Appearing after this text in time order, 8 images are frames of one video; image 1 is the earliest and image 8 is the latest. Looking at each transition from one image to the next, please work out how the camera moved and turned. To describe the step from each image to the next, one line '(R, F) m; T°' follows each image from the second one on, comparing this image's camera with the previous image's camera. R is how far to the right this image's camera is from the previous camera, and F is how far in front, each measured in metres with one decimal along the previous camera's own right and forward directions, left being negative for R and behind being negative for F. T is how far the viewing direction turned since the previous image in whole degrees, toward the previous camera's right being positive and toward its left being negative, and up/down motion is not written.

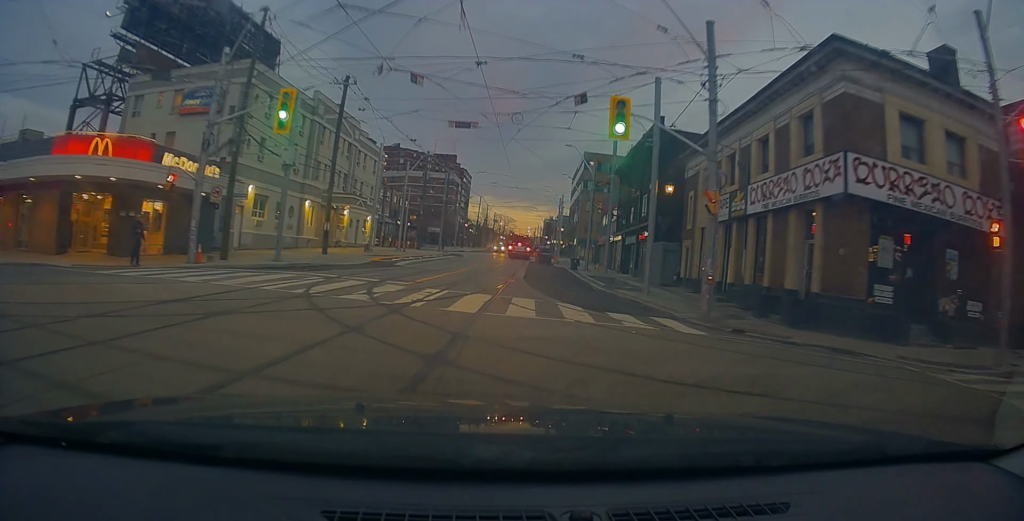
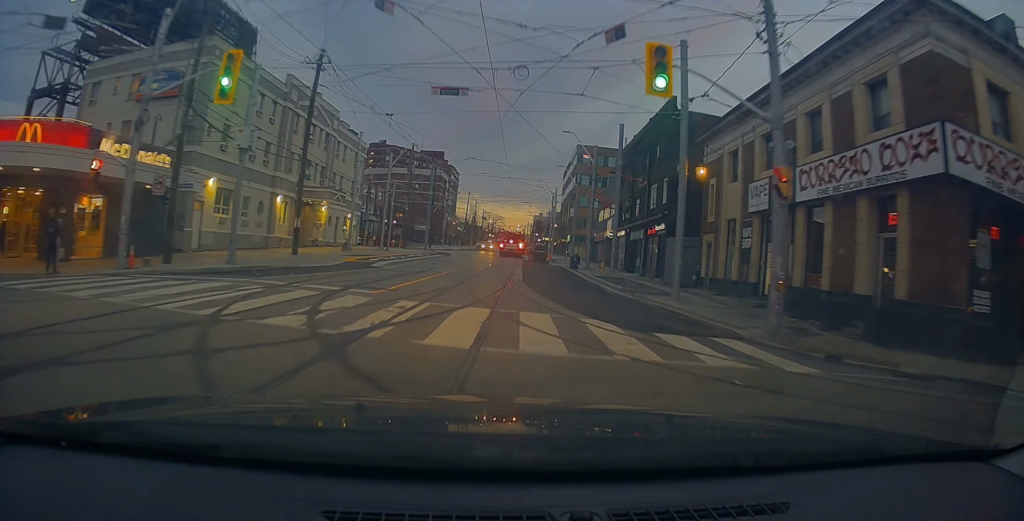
(0.0, +4.4) m; +2°
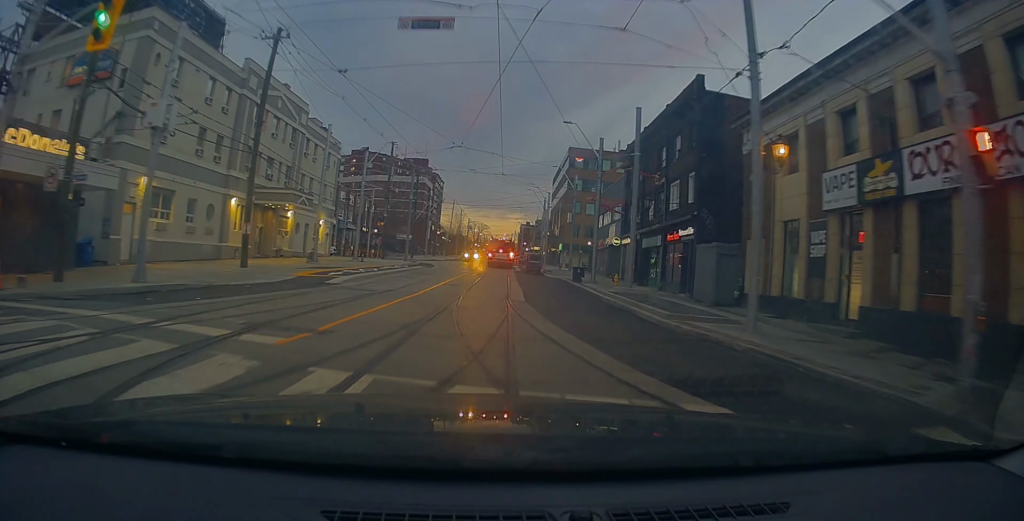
(+0.2, +5.9) m; +2°
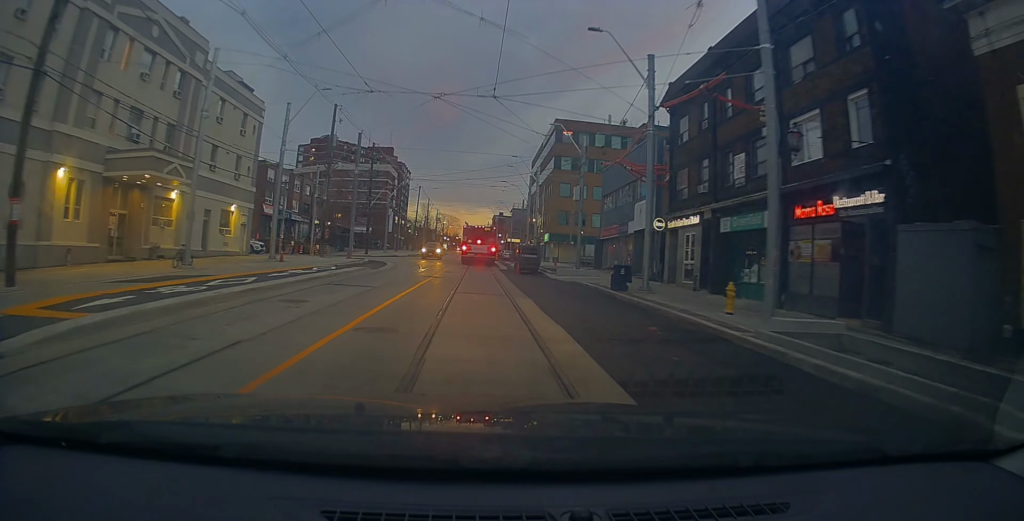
(+0.5, +14.4) m; 0°
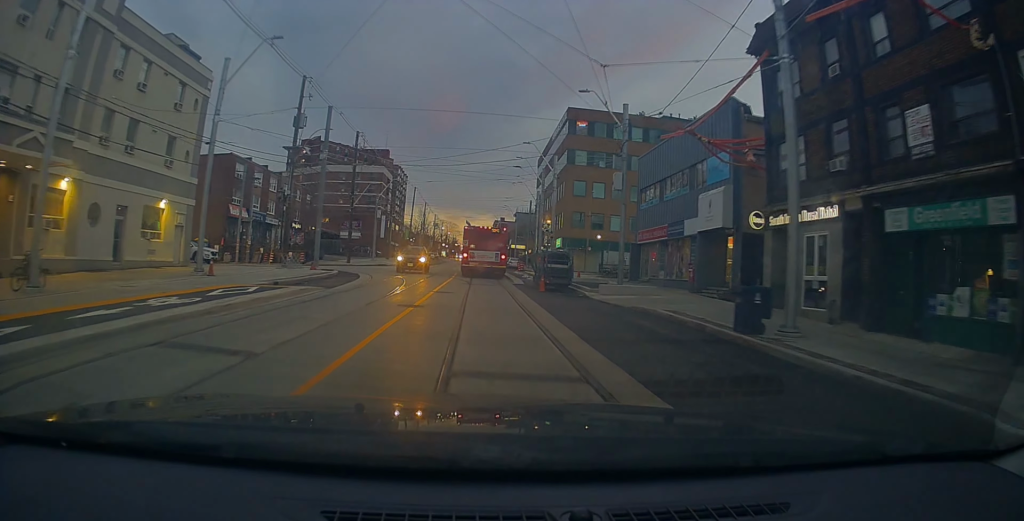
(-0.3, +9.4) m; +2°
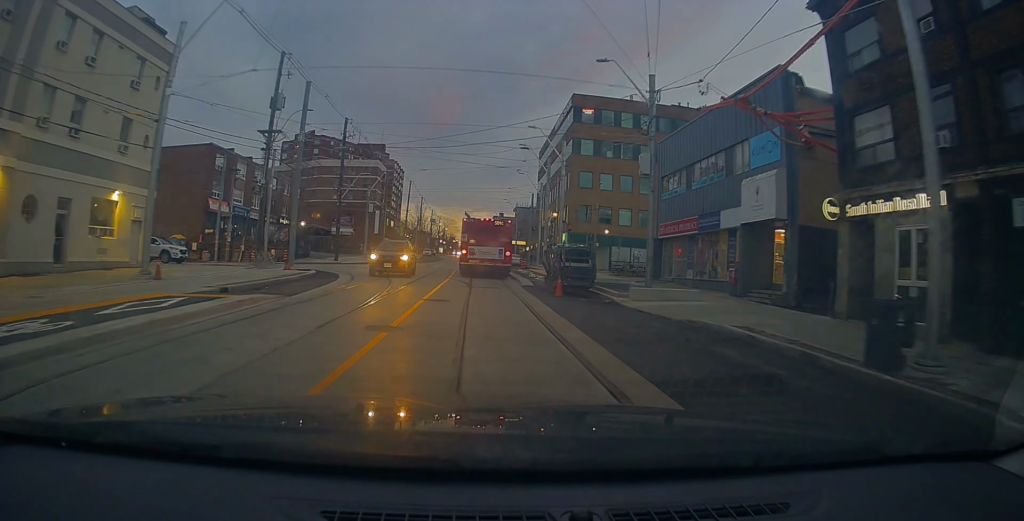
(+0.3, +4.0) m; 0°
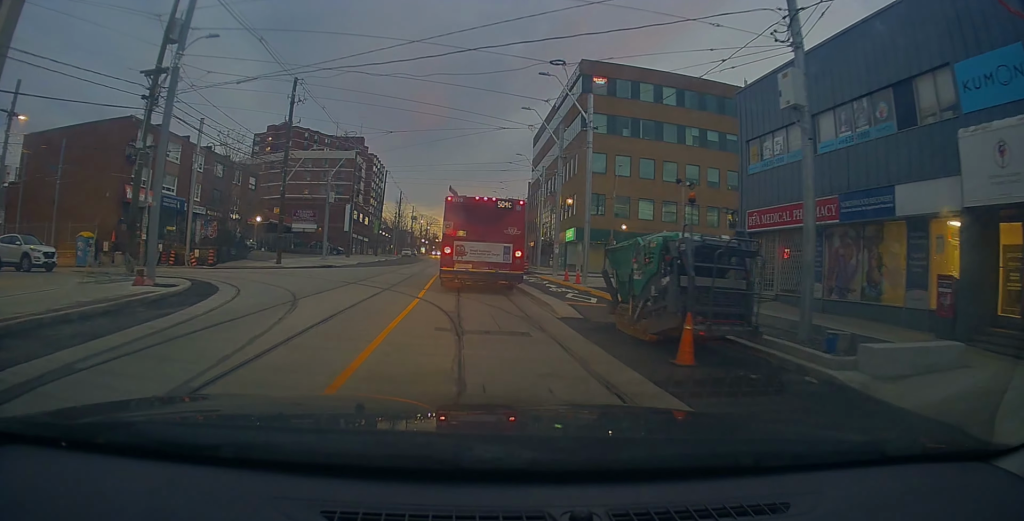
(-0.3, +11.0) m; -1°
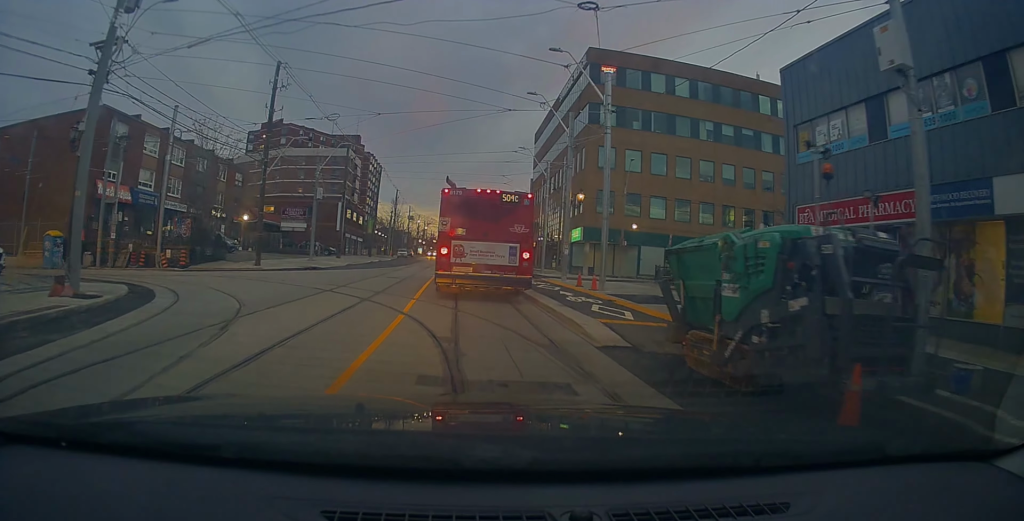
(+0.3, +3.4) m; +4°
